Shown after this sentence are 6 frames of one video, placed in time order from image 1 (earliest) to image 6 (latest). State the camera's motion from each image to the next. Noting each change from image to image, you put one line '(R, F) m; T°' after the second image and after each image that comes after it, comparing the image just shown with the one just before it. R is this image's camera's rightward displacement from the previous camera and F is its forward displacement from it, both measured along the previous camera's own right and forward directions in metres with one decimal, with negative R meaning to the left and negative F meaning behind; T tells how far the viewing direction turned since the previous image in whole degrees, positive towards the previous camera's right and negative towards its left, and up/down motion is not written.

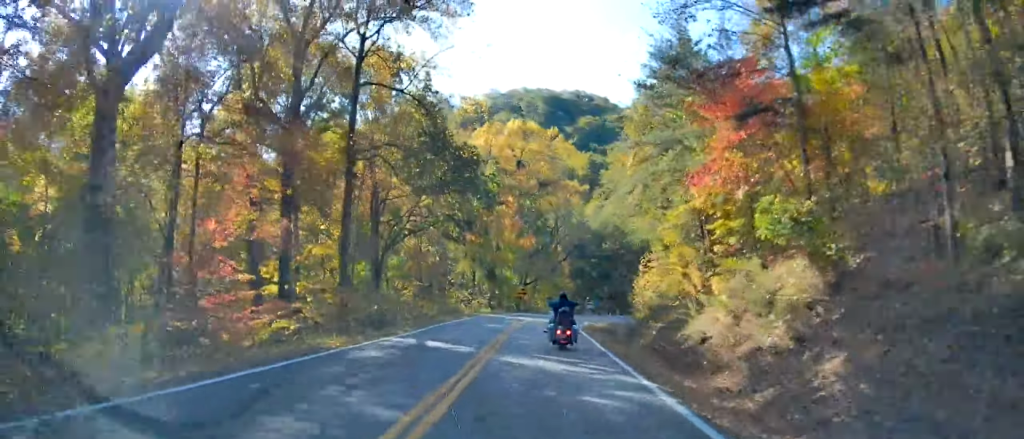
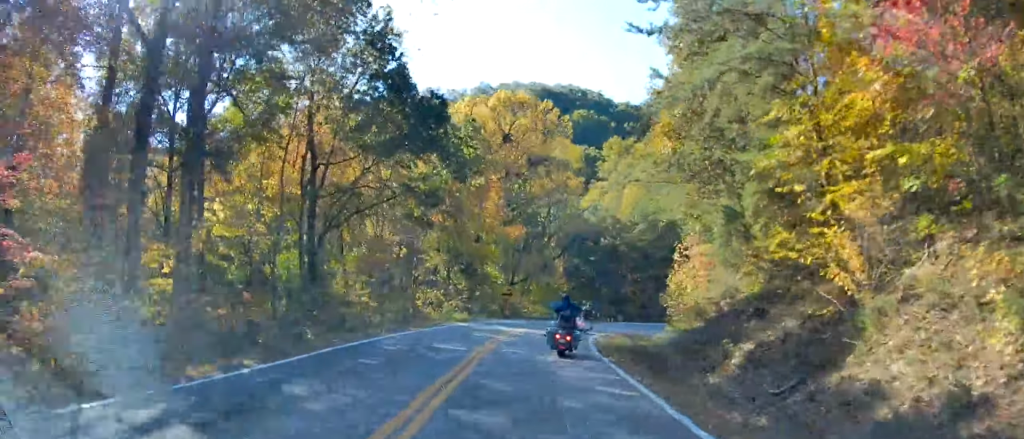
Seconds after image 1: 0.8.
(-0.2, +11.7) m; +6°
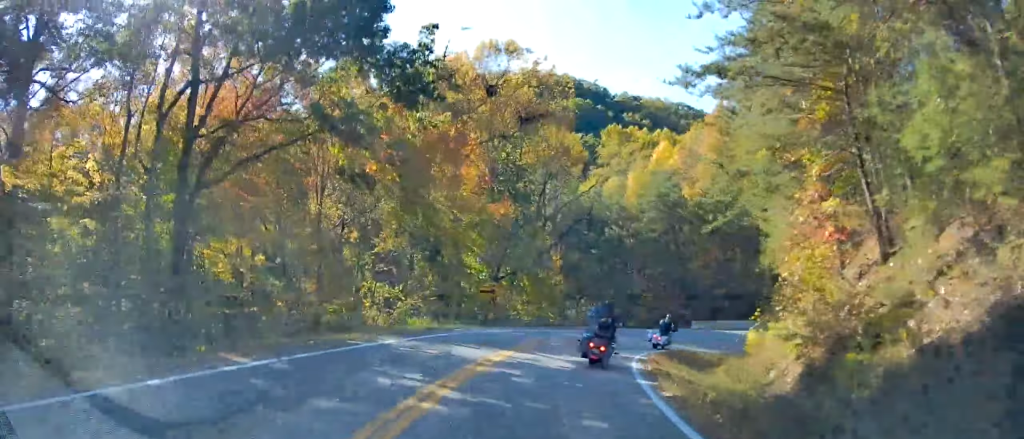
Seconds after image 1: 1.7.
(+1.7, +12.8) m; +8°
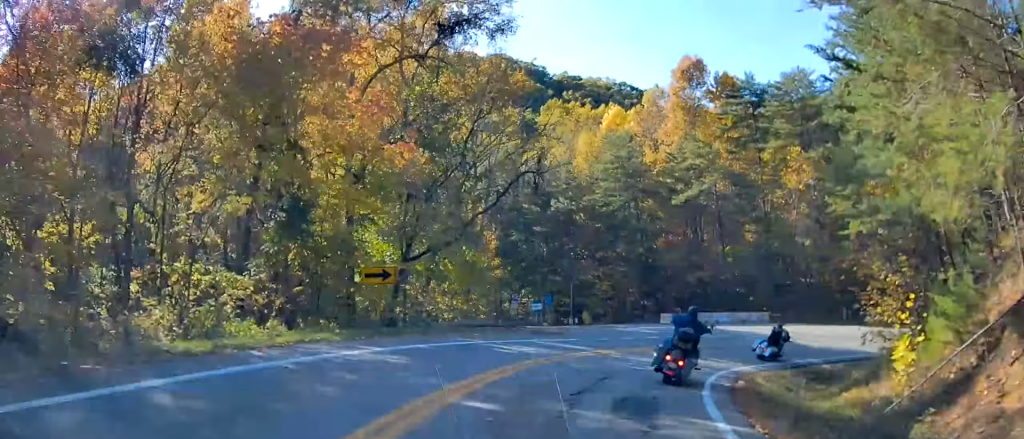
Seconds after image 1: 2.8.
(+0.1, +13.3) m; +6°
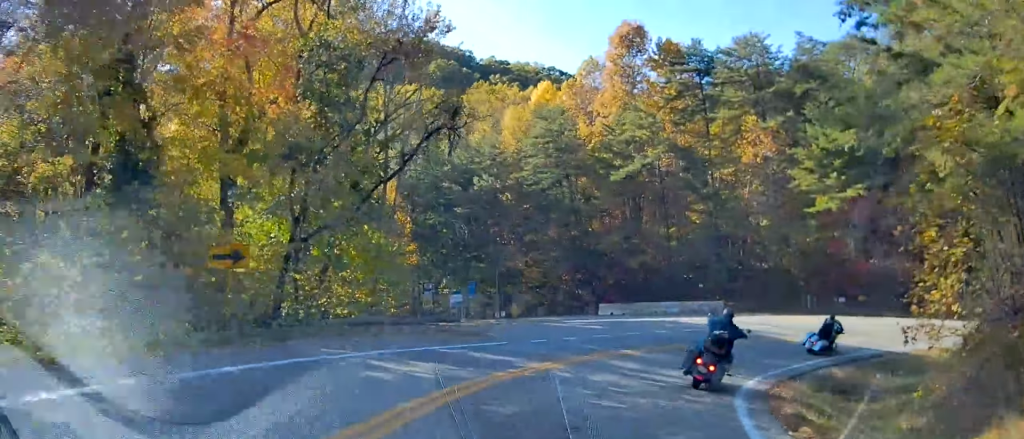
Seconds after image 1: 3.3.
(+0.6, +6.6) m; +9°
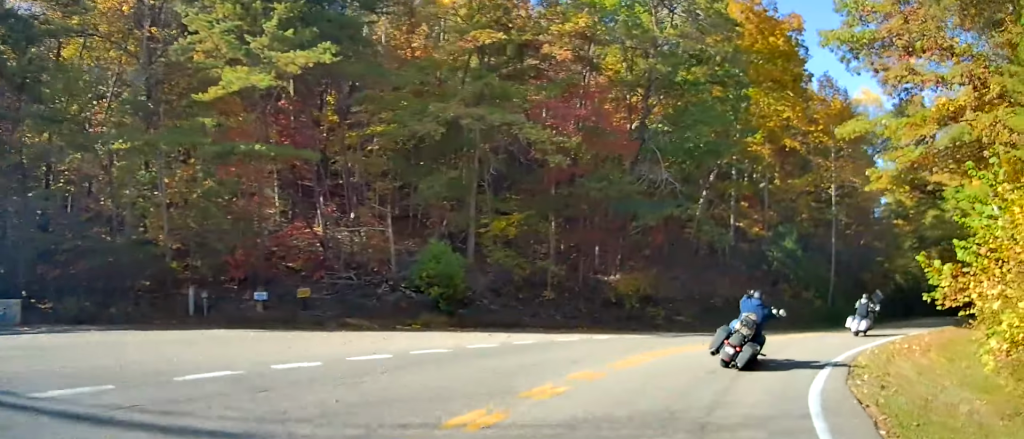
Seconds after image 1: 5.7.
(+11.0, +26.1) m; +52°
